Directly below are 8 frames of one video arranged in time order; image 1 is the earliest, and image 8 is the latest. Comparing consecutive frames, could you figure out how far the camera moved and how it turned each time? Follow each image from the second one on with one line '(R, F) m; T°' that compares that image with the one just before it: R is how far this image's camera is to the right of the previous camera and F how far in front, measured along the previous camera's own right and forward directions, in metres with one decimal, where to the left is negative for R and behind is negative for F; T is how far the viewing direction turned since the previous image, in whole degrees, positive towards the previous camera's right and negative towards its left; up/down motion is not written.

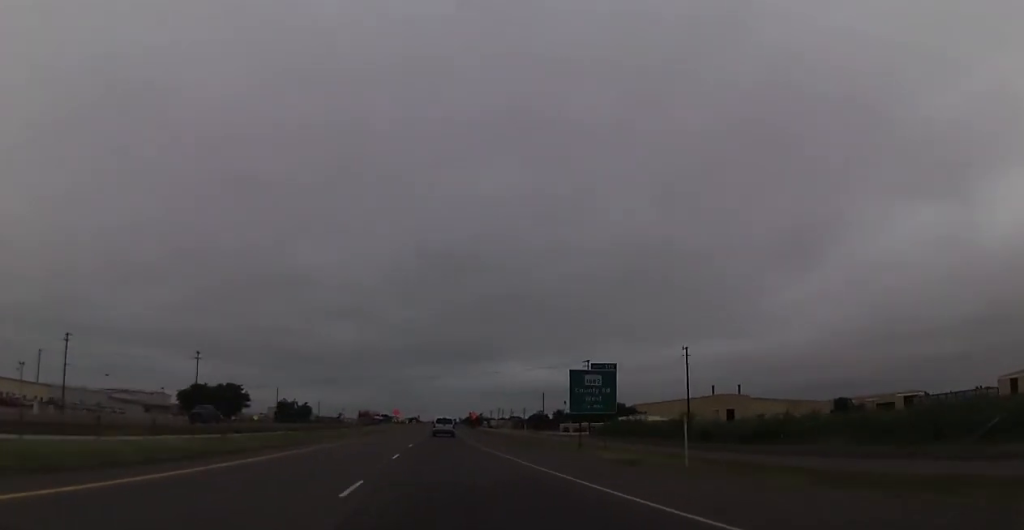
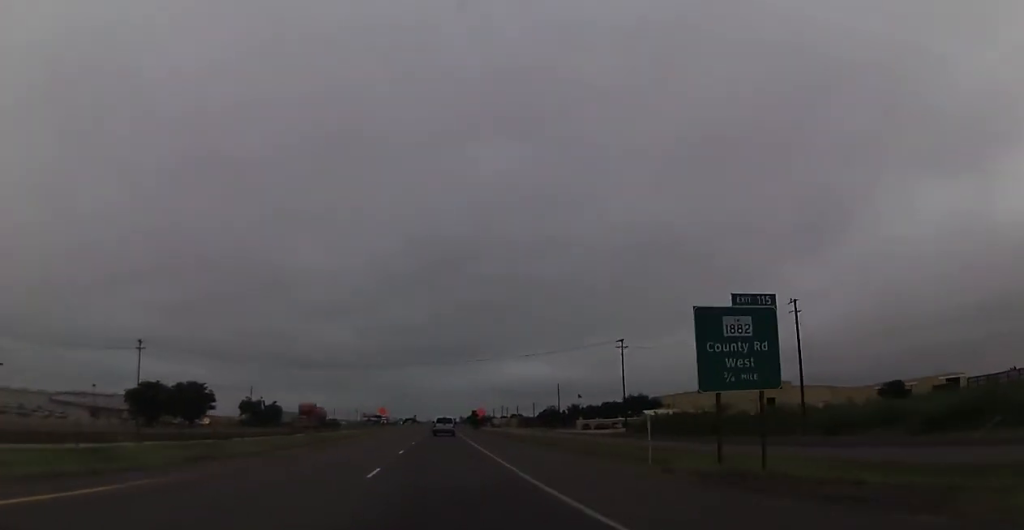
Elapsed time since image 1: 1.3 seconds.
(+0.1, +32.2) m; +1°
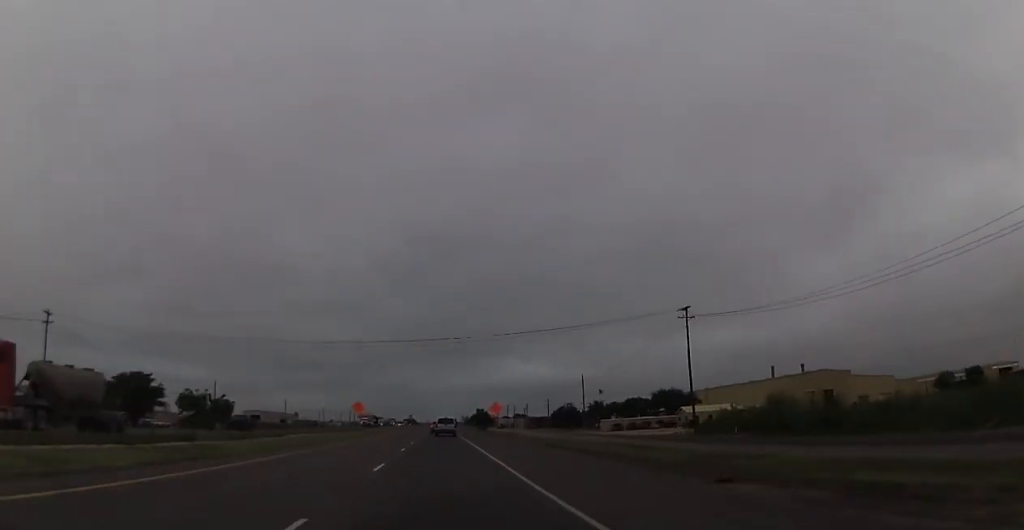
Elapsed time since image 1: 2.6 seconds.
(+0.1, +34.6) m; -1°
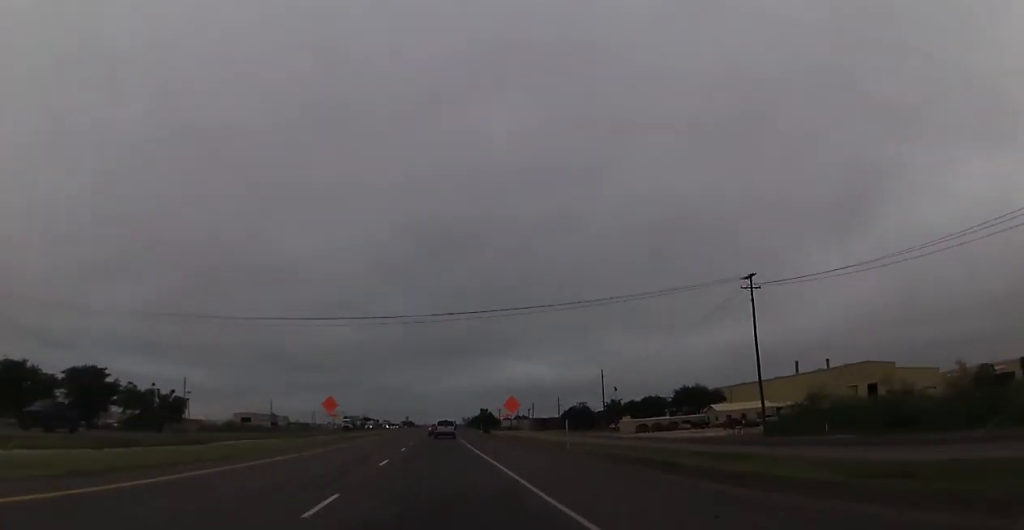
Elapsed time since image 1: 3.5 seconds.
(-0.1, +21.0) m; 0°
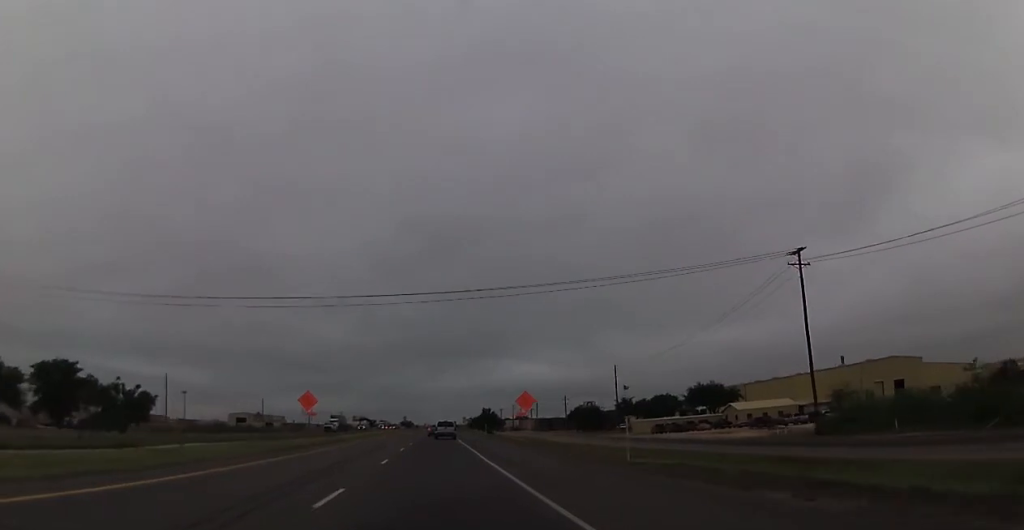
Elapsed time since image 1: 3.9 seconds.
(0.0, +10.9) m; 0°
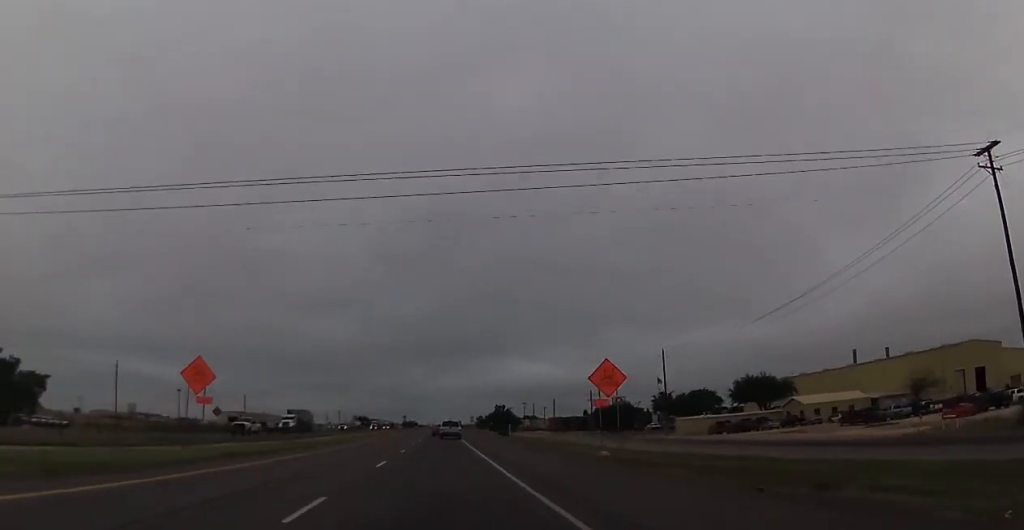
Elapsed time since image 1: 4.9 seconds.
(-0.1, +25.8) m; 0°
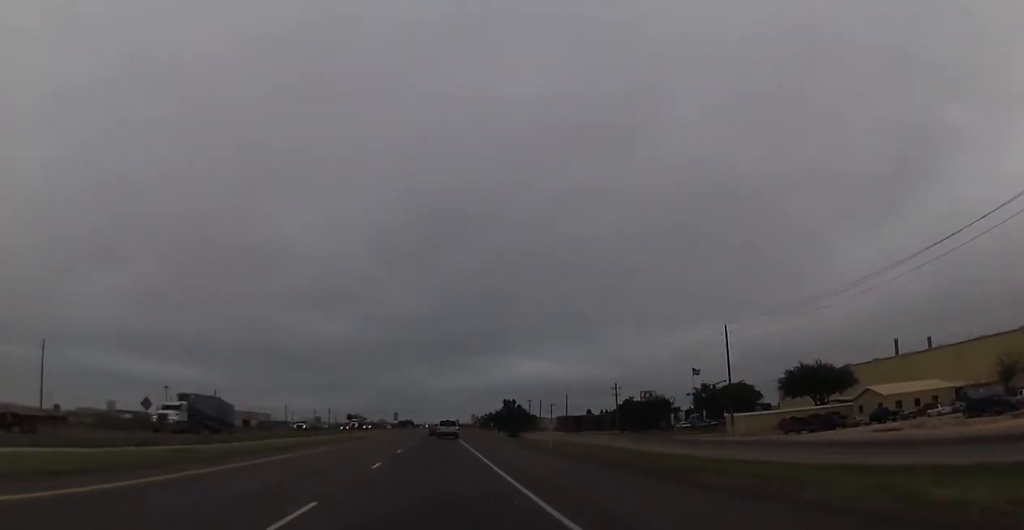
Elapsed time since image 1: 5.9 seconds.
(+0.1, +24.4) m; +1°
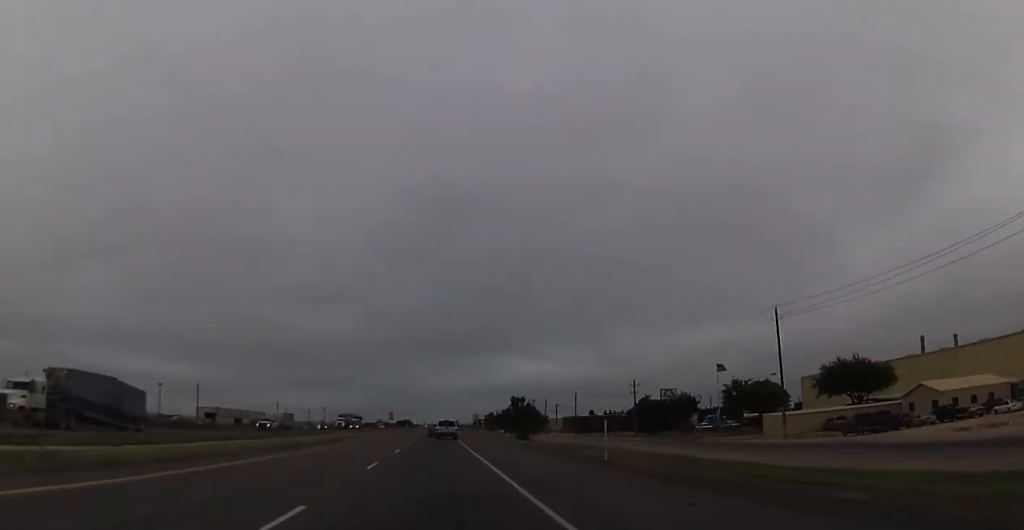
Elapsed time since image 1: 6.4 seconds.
(+0.2, +12.8) m; 0°
